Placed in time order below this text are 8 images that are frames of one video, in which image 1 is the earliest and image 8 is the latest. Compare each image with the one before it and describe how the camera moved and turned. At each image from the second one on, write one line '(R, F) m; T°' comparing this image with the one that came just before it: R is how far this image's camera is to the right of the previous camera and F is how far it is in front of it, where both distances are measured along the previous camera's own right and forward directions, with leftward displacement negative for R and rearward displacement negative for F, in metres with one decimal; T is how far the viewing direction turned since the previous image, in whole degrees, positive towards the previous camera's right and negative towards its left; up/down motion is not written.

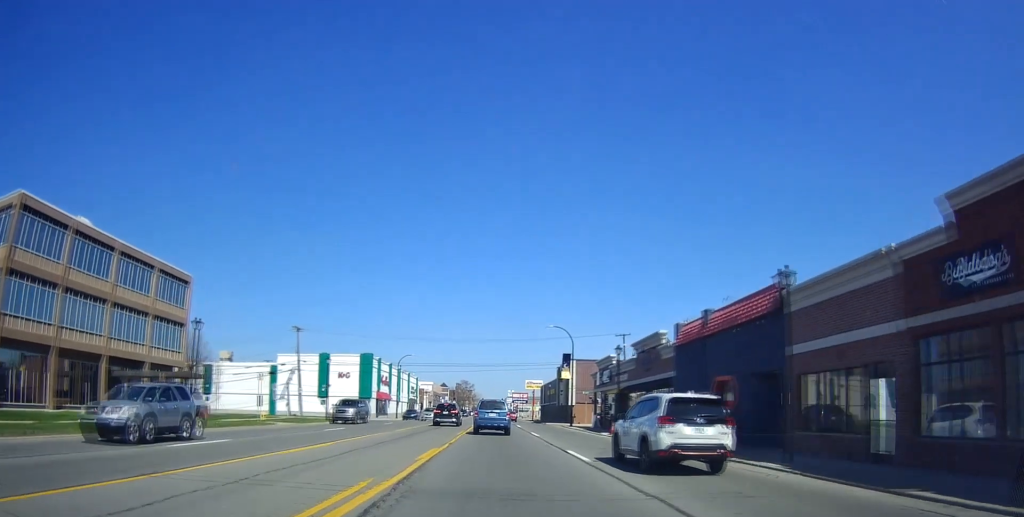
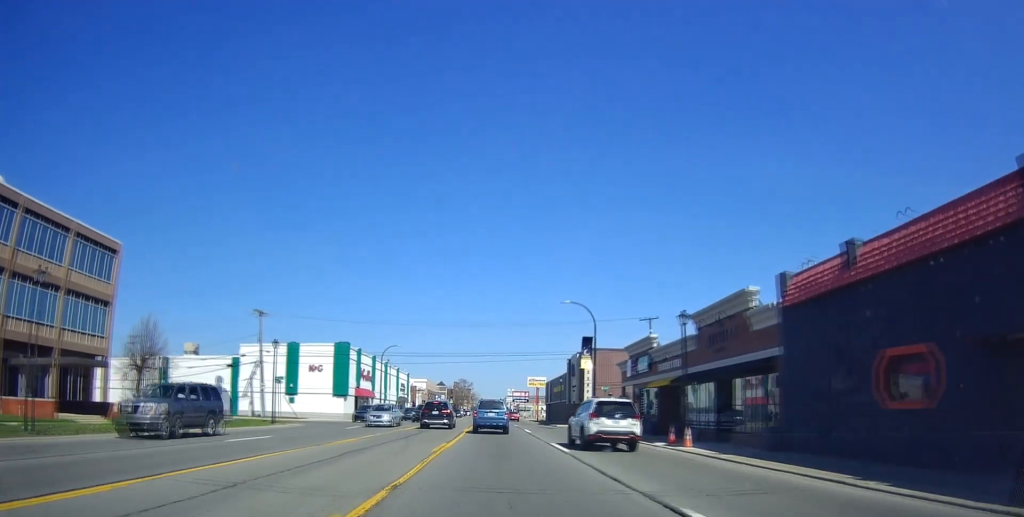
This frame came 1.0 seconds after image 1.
(-0.1, +12.0) m; -2°
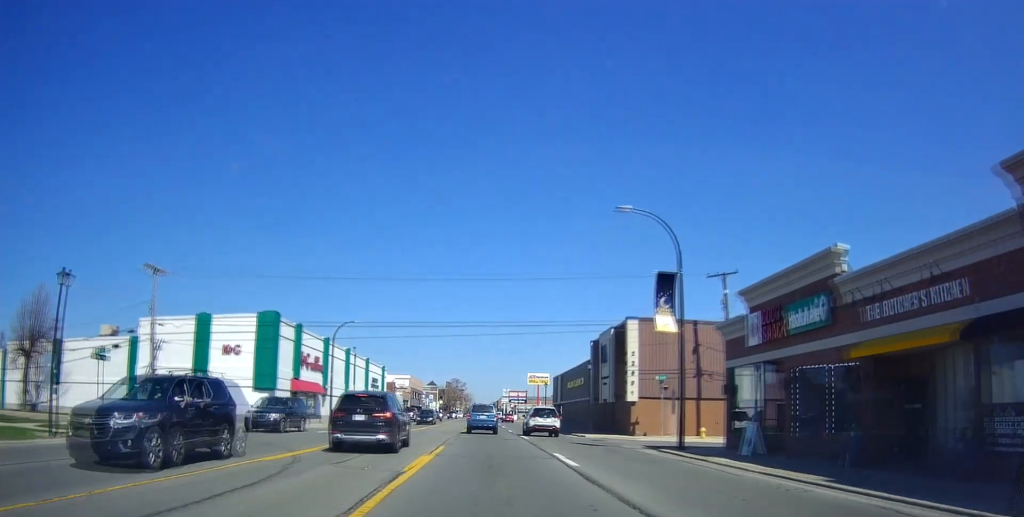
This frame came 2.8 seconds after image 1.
(0.0, +19.9) m; +4°
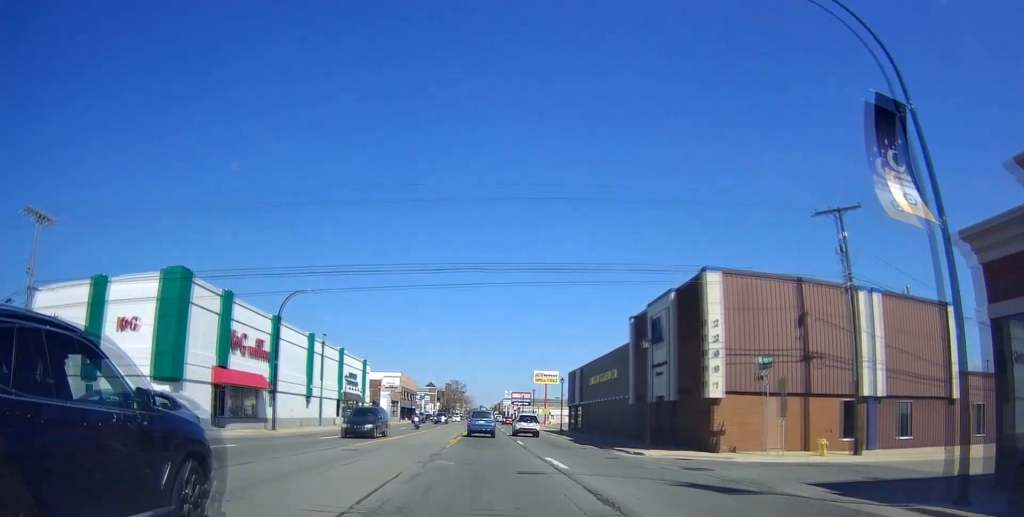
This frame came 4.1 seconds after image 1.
(+0.6, +13.1) m; -1°
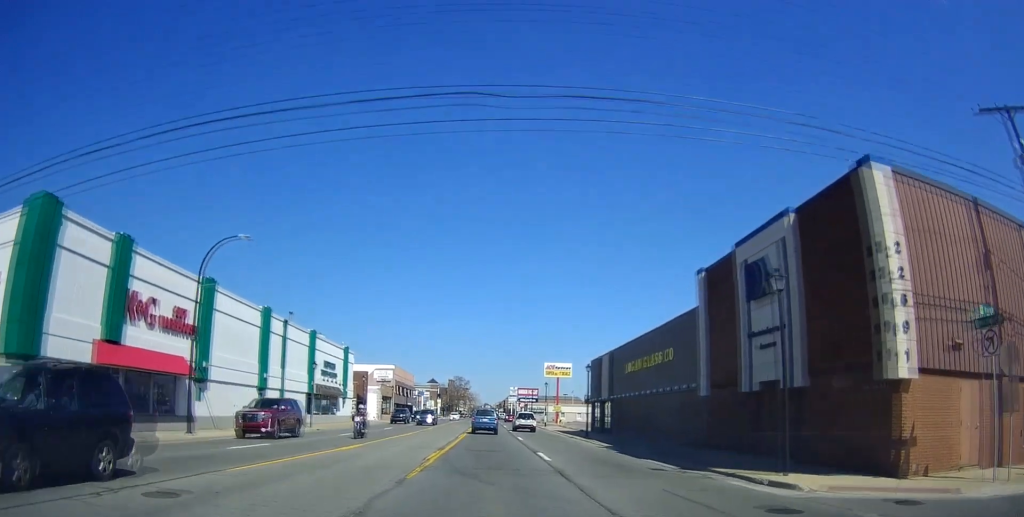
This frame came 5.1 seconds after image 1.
(-0.7, +11.0) m; -3°
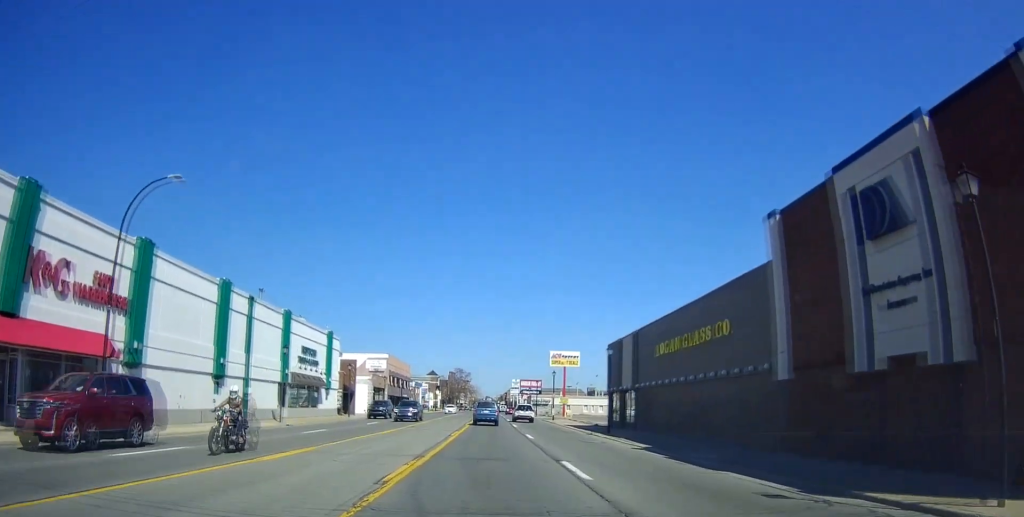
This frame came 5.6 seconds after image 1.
(0.0, +6.6) m; +1°
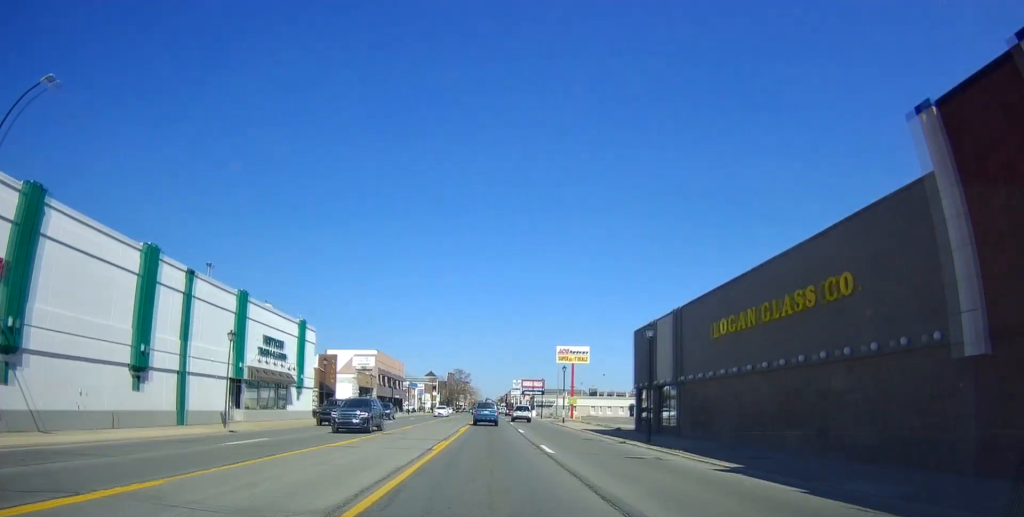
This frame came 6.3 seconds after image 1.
(+0.2, +7.9) m; +2°
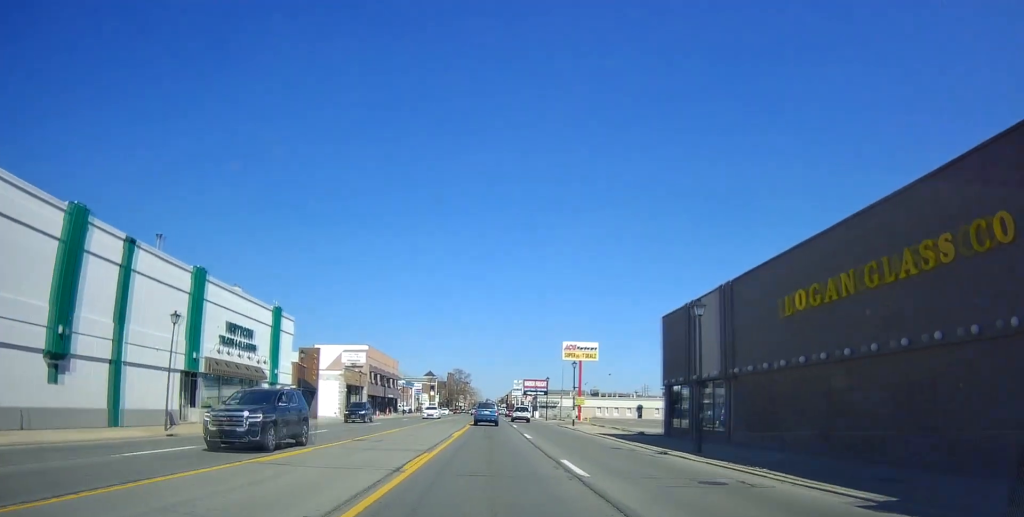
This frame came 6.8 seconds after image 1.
(+0.1, +5.9) m; +1°
